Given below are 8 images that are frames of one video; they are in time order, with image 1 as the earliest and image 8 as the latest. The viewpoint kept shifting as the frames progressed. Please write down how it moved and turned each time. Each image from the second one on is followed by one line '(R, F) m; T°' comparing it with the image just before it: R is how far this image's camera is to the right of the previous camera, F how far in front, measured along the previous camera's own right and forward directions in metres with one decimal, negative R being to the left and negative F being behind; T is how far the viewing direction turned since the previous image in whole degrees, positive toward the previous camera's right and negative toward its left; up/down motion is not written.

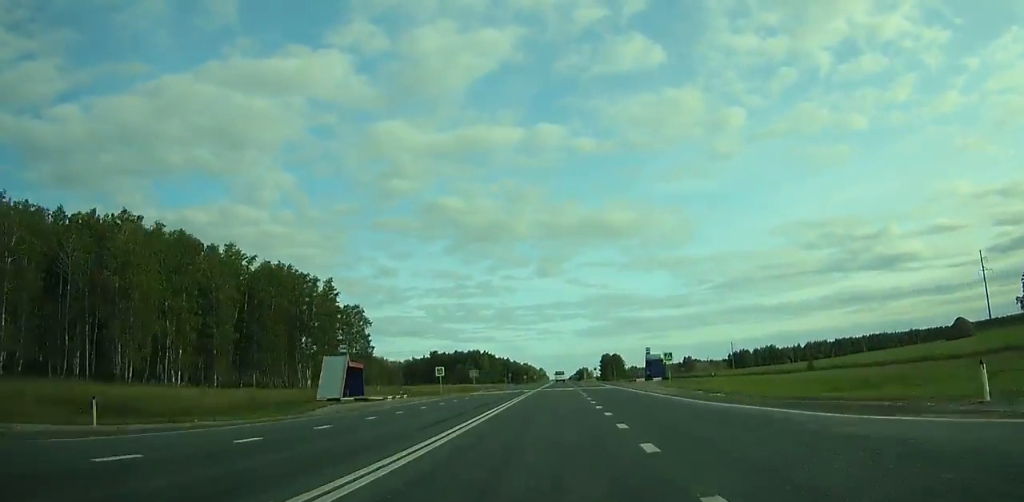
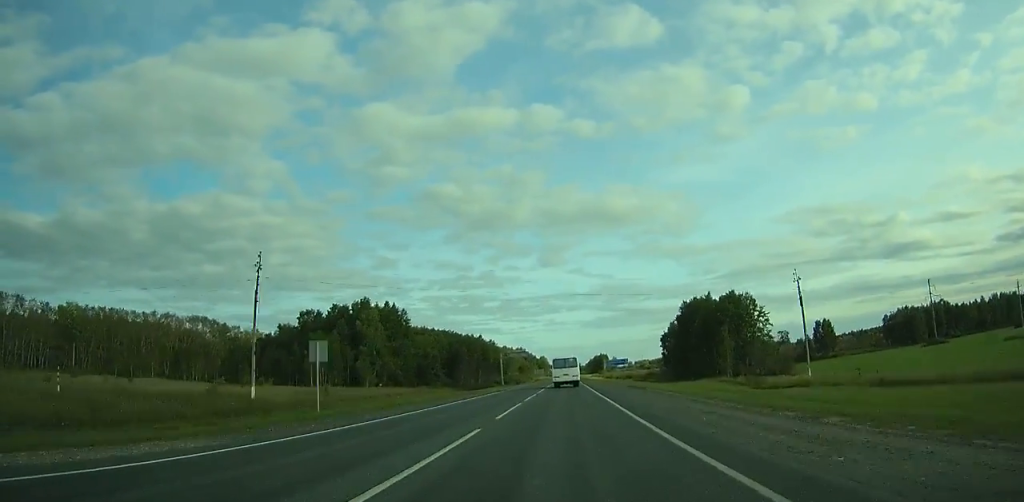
(-0.5, +211.0) m; 0°
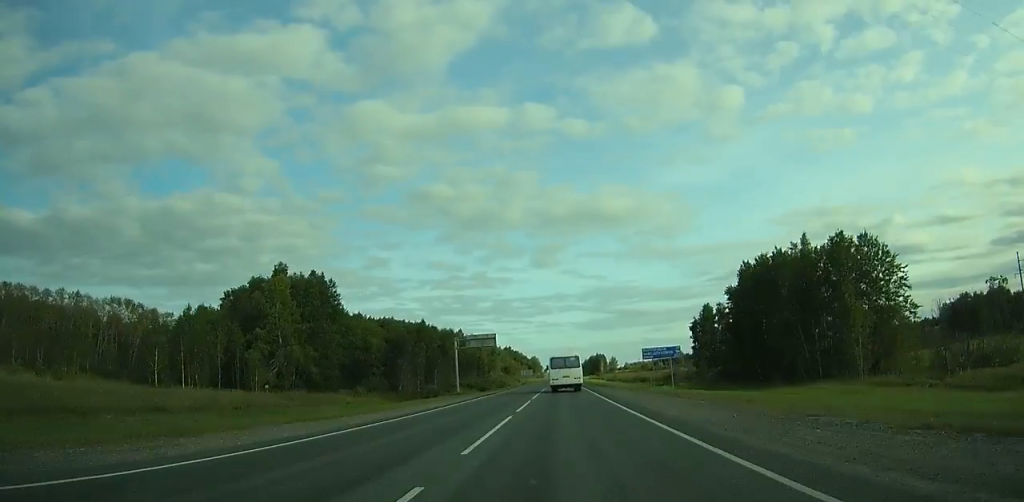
(-0.1, +47.4) m; 0°
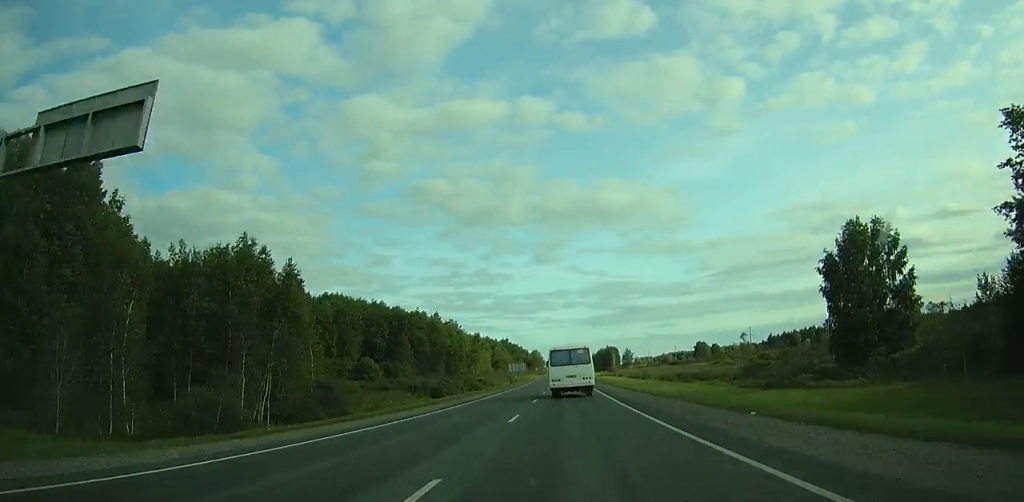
(+0.1, +60.3) m; 0°
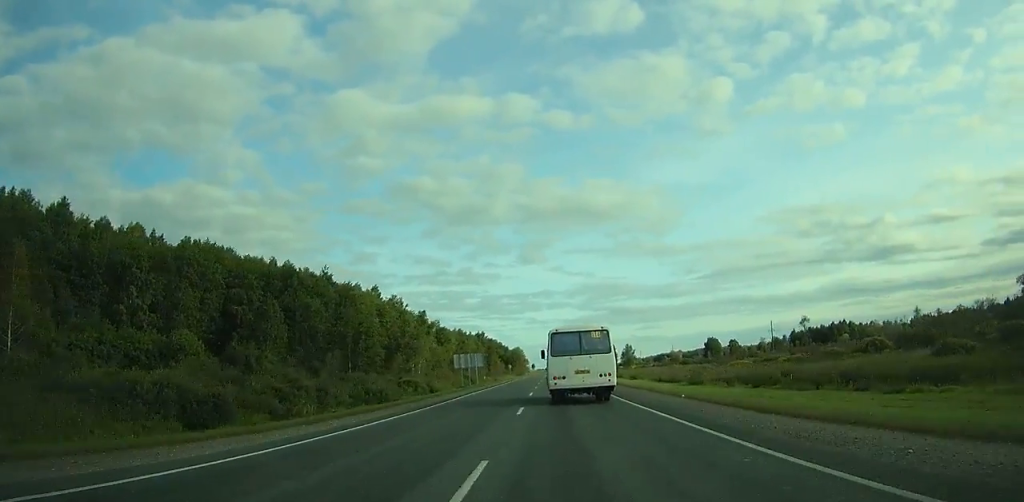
(-0.2, +55.9) m; 0°
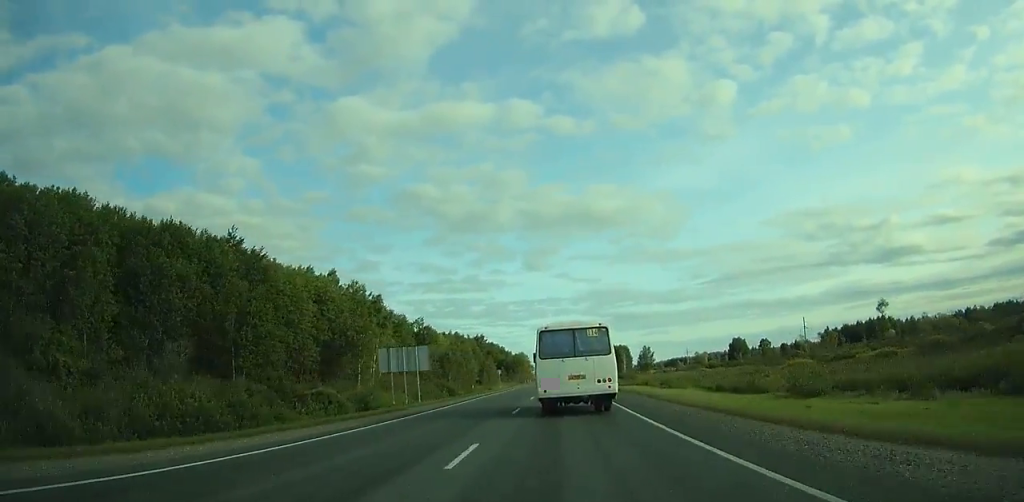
(+0.3, +33.5) m; 0°
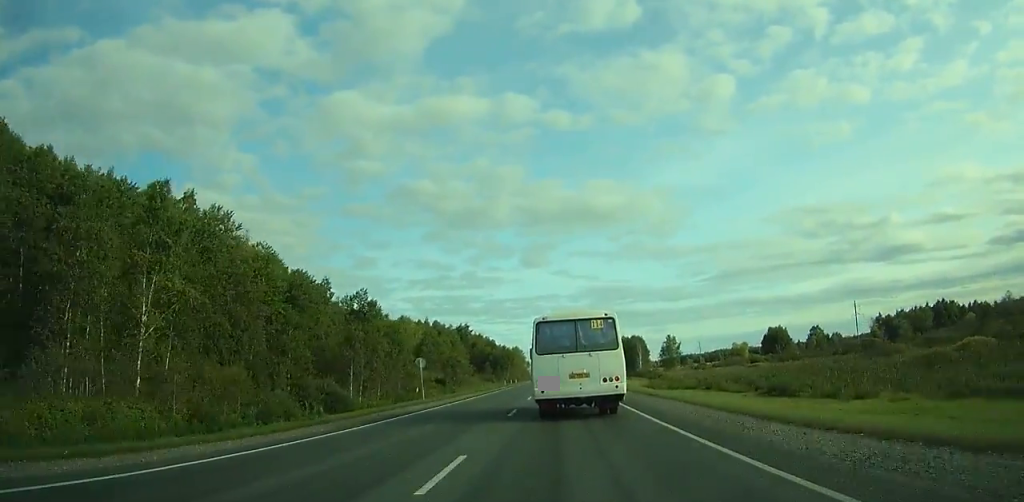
(+0.1, +51.6) m; 0°
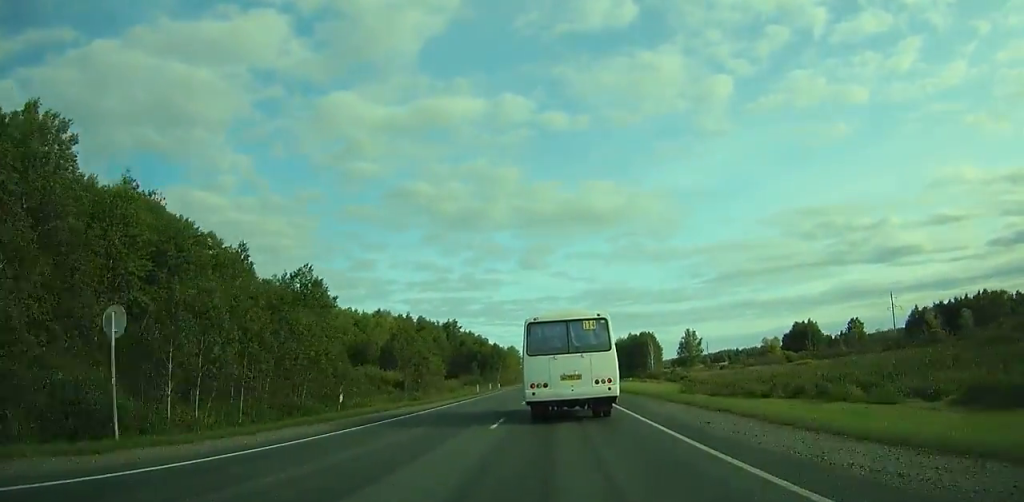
(-0.1, +29.7) m; 0°
